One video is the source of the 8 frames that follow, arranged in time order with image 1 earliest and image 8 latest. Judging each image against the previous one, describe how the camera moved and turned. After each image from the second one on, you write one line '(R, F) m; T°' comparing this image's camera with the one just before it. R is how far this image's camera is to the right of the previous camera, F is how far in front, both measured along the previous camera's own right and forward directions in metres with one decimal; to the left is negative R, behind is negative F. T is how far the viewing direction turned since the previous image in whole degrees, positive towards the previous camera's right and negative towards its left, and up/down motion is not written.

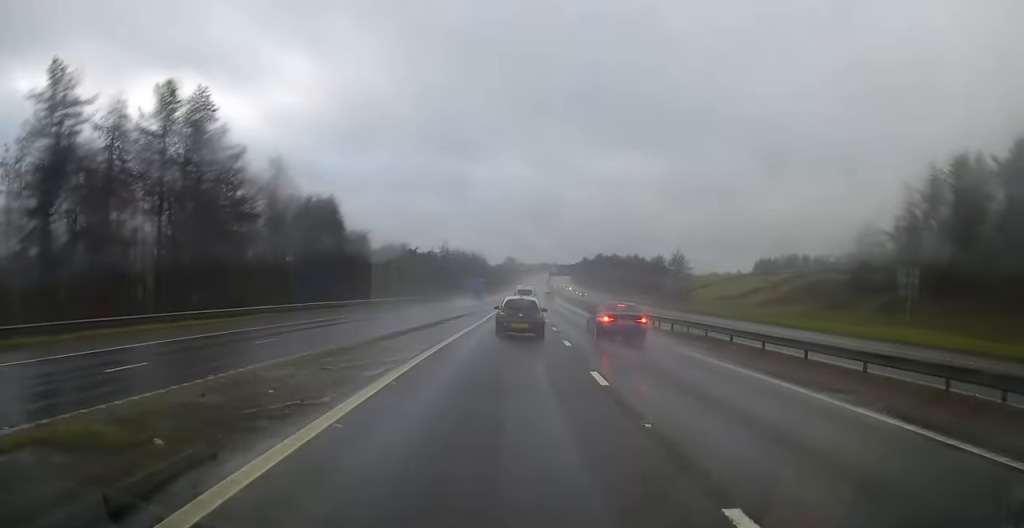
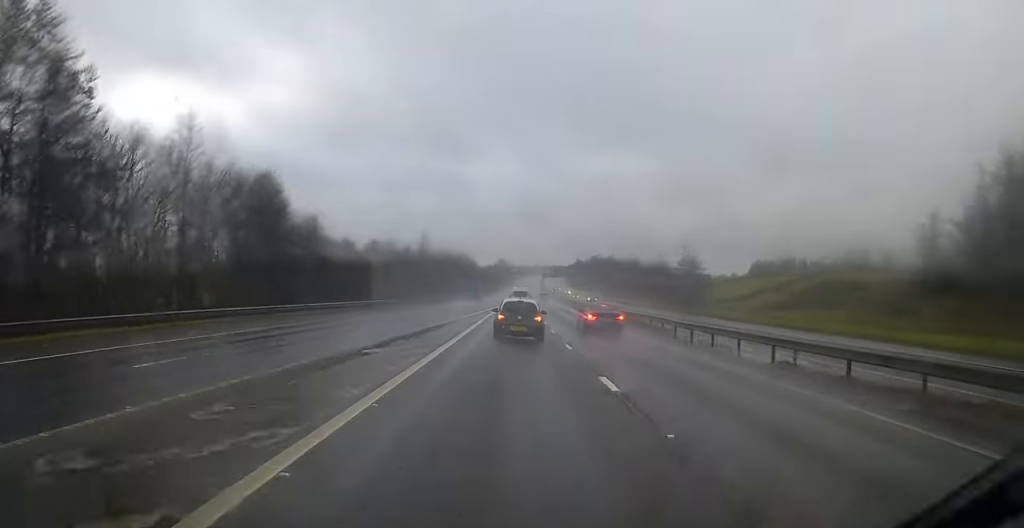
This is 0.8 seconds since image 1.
(+0.1, +19.2) m; +1°
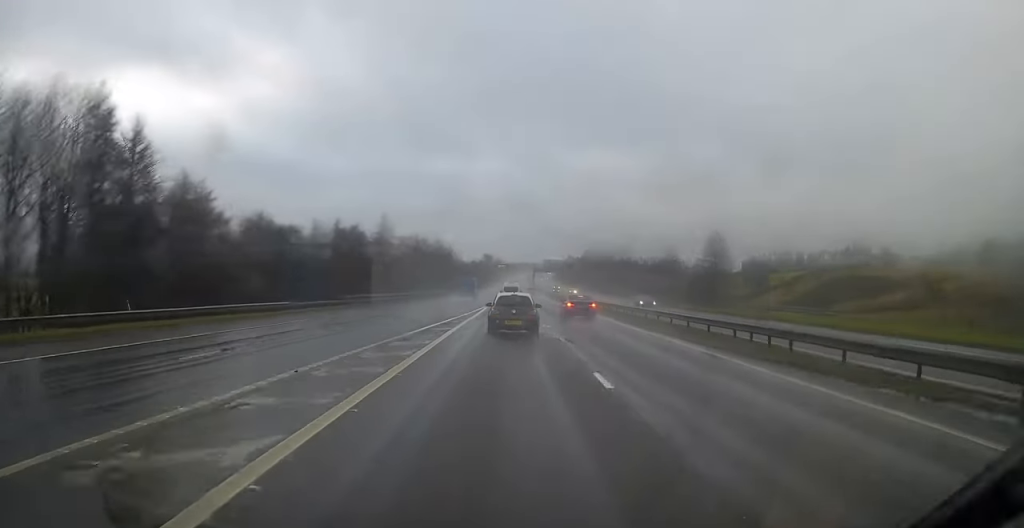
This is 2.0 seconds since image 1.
(+0.5, +28.5) m; +2°
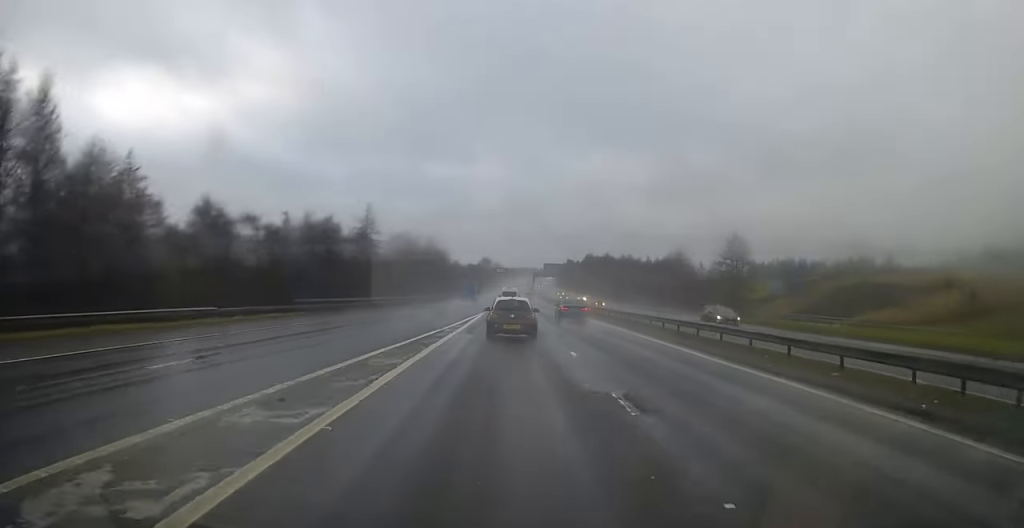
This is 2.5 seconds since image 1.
(+0.1, +11.6) m; 0°
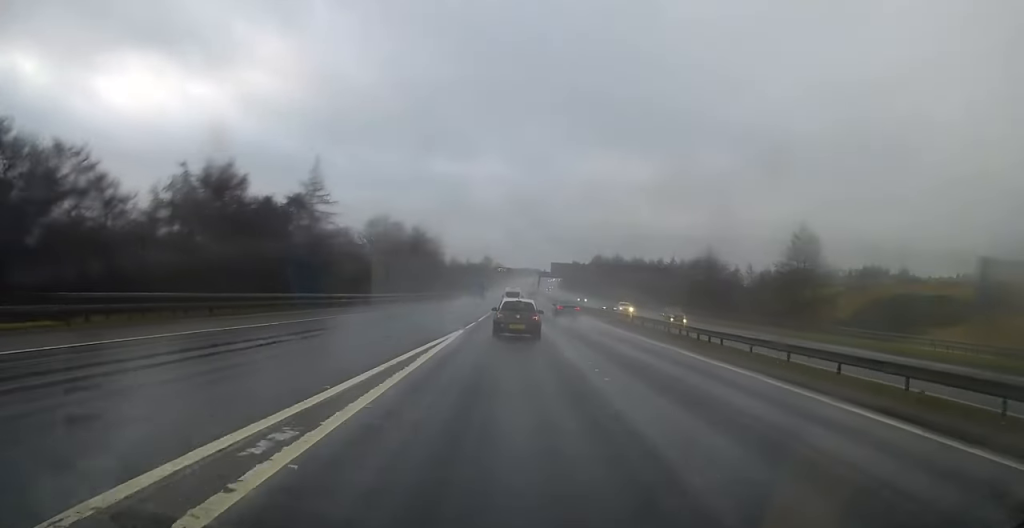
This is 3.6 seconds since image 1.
(0.0, +25.6) m; 0°
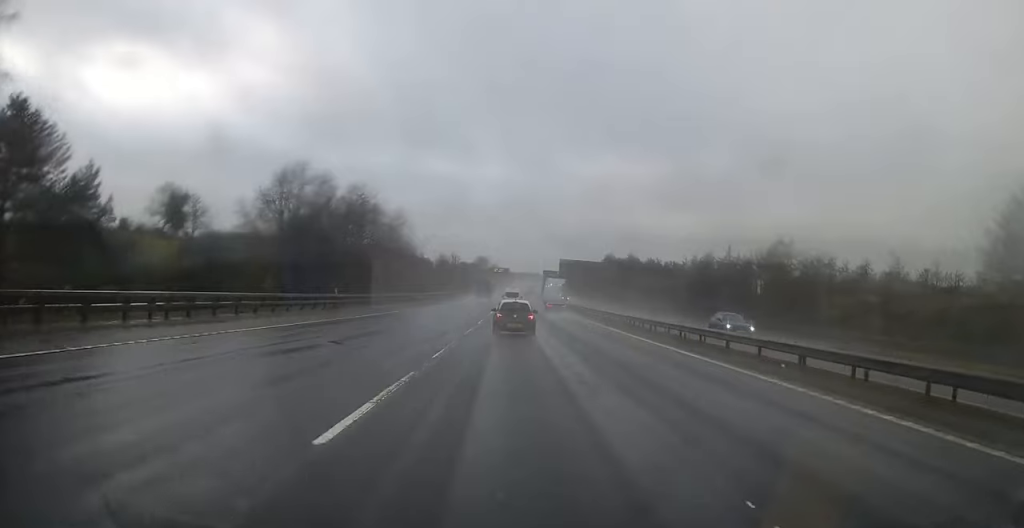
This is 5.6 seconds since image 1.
(+0.1, +43.0) m; +1°
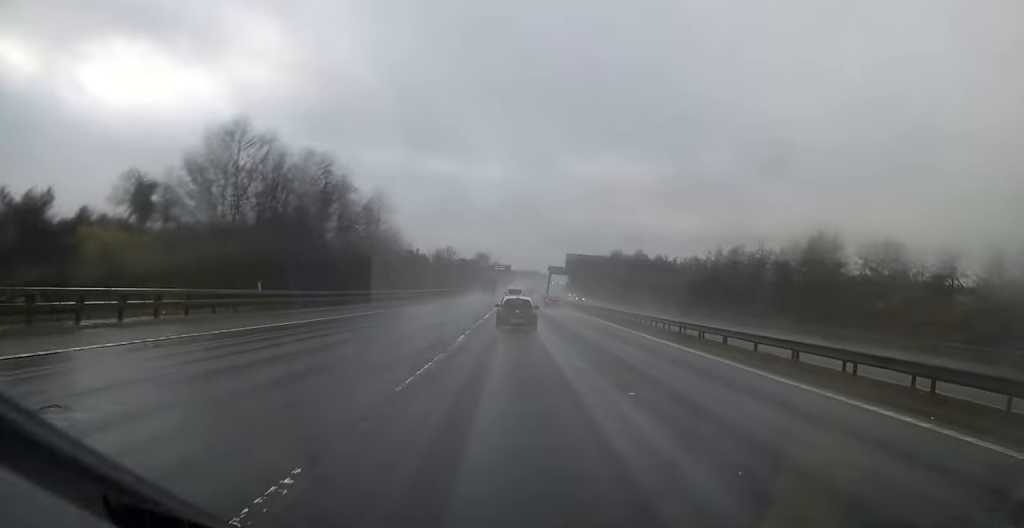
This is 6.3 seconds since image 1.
(+0.3, +15.6) m; 0°
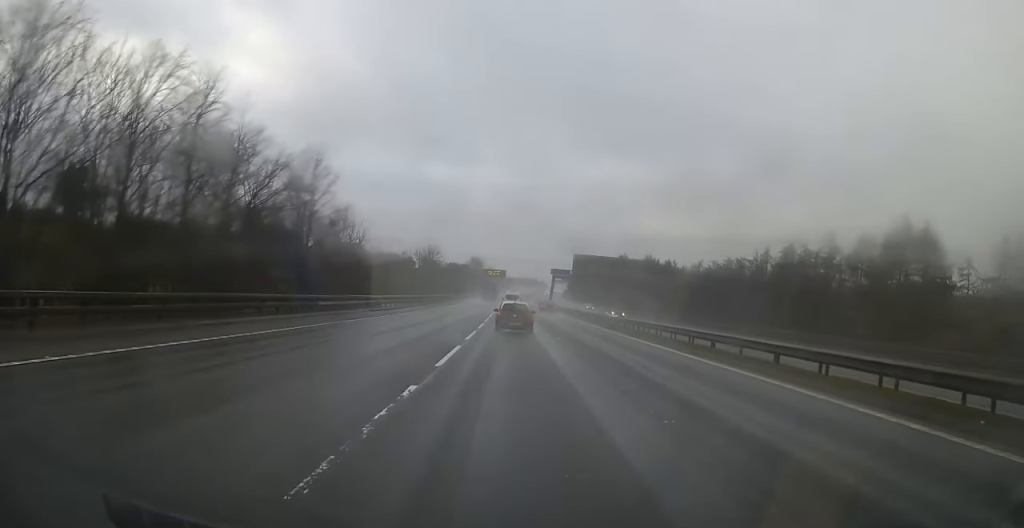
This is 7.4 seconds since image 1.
(-0.3, +24.6) m; -1°
